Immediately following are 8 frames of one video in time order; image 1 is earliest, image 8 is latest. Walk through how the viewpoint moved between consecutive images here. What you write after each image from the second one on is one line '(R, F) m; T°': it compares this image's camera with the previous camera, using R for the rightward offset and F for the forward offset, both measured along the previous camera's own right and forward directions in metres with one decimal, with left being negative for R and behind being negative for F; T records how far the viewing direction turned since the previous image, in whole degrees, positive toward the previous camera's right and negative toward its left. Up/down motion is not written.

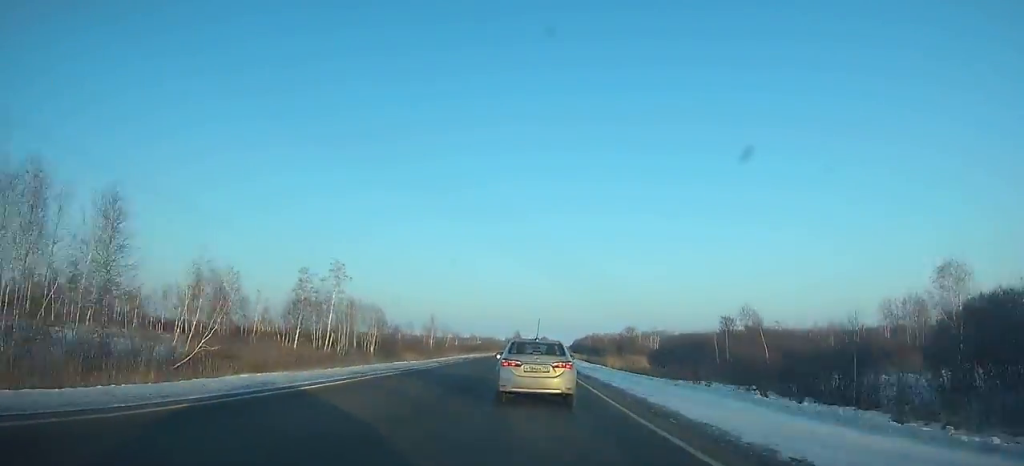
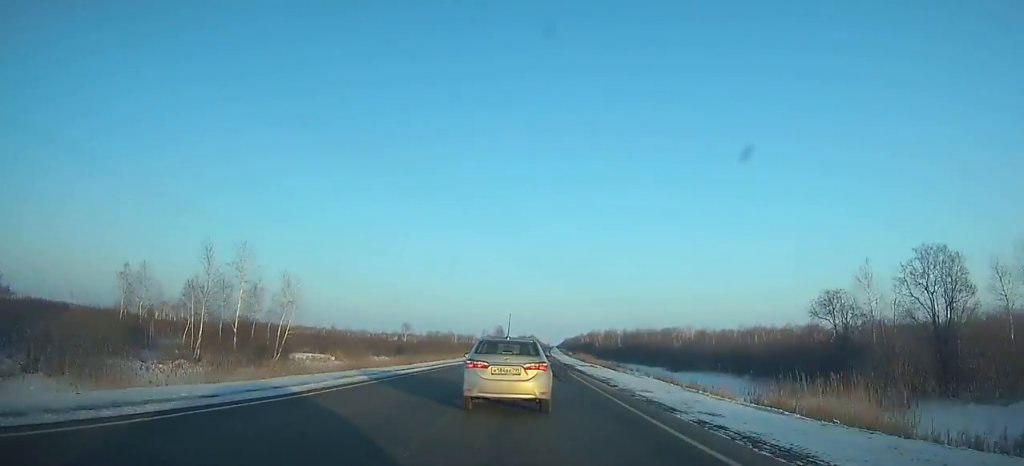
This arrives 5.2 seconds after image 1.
(+0.7, +102.3) m; +1°
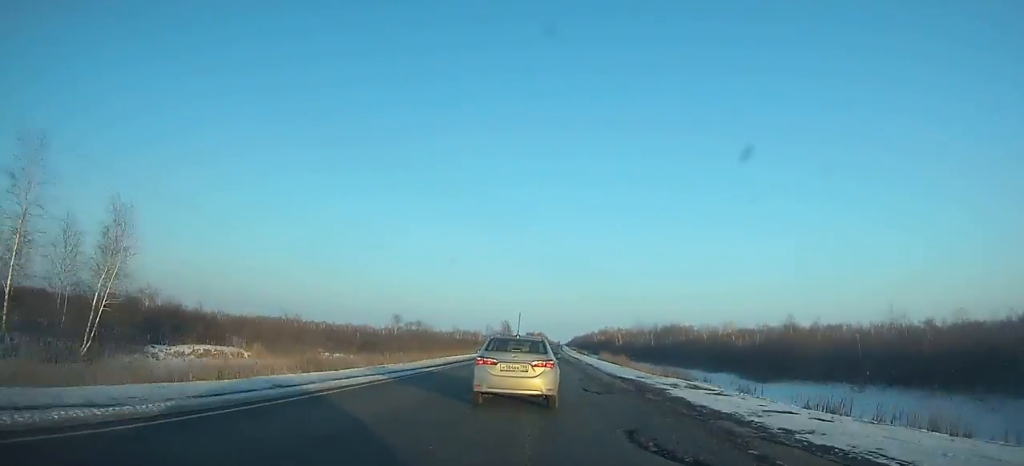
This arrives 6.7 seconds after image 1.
(-0.1, +28.5) m; +1°
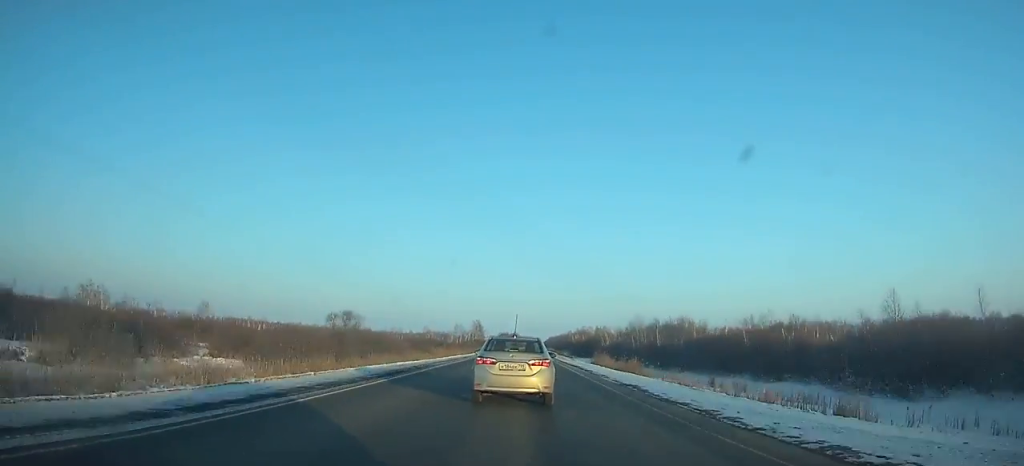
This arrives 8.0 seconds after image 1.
(+0.3, +24.6) m; +1°
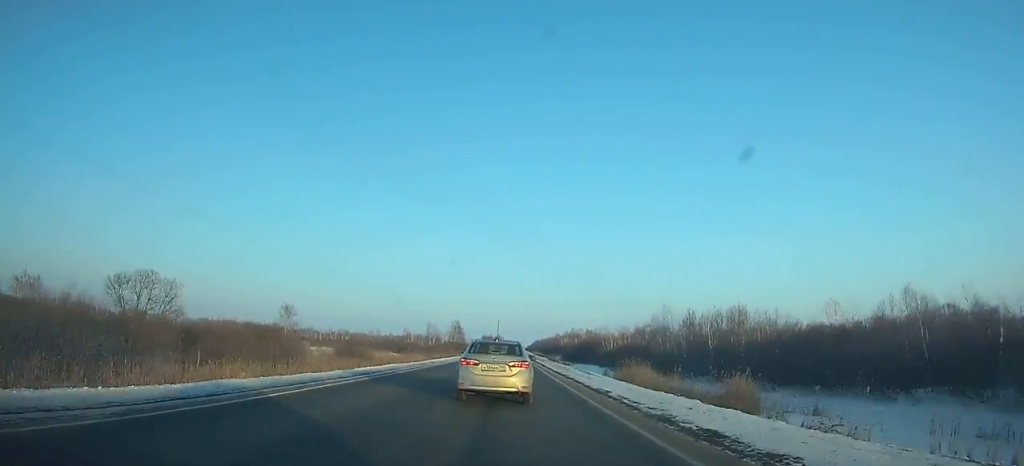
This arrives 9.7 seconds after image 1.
(+0.6, +32.0) m; +1°
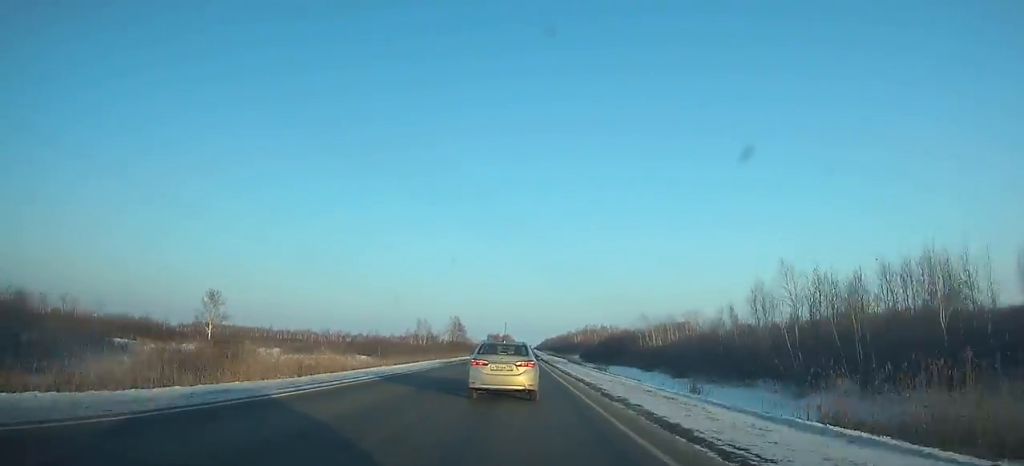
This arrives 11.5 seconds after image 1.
(0.0, +34.3) m; 0°
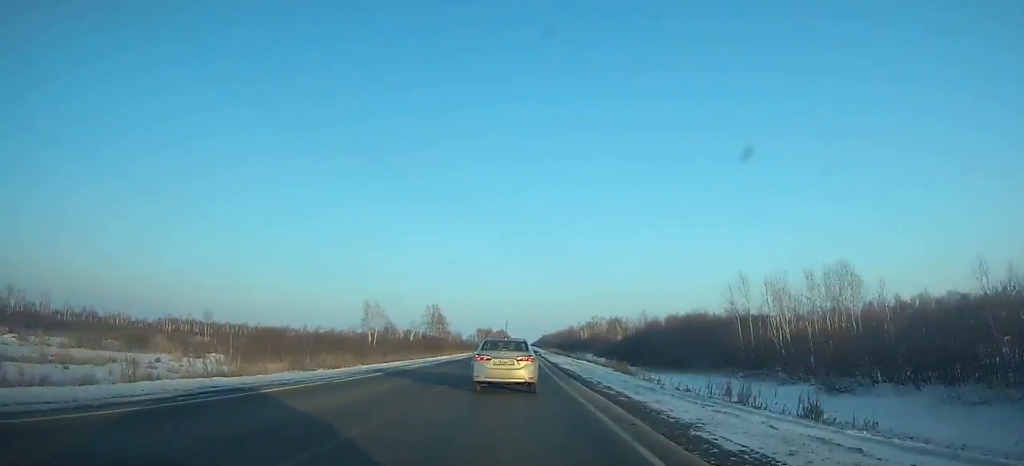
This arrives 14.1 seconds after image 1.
(0.0, +50.0) m; 0°
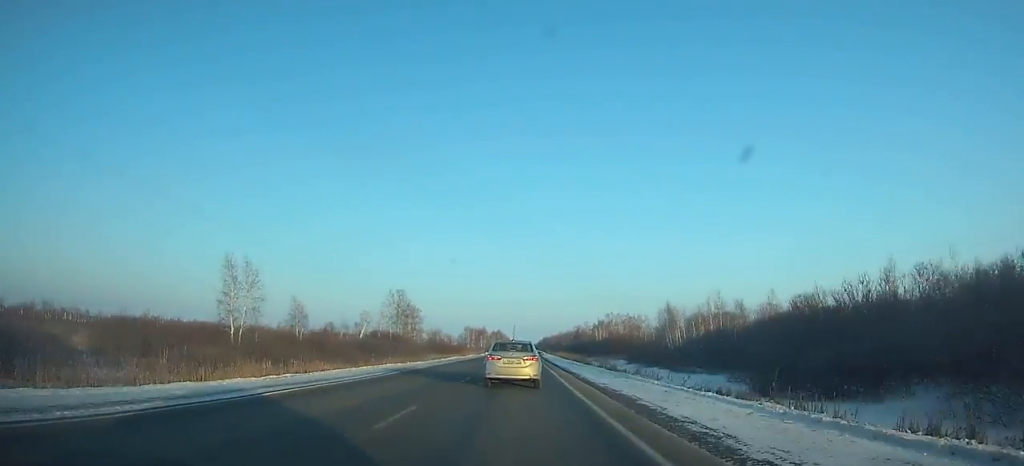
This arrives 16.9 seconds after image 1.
(+0.3, +55.2) m; 0°
